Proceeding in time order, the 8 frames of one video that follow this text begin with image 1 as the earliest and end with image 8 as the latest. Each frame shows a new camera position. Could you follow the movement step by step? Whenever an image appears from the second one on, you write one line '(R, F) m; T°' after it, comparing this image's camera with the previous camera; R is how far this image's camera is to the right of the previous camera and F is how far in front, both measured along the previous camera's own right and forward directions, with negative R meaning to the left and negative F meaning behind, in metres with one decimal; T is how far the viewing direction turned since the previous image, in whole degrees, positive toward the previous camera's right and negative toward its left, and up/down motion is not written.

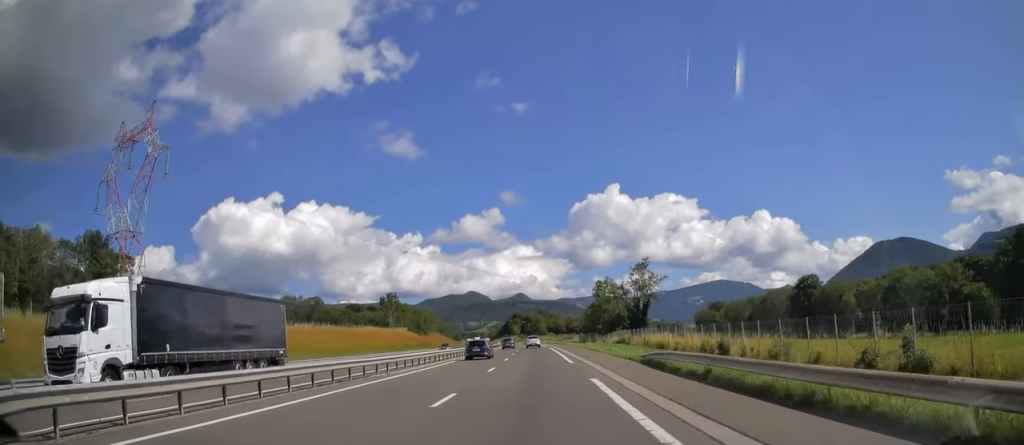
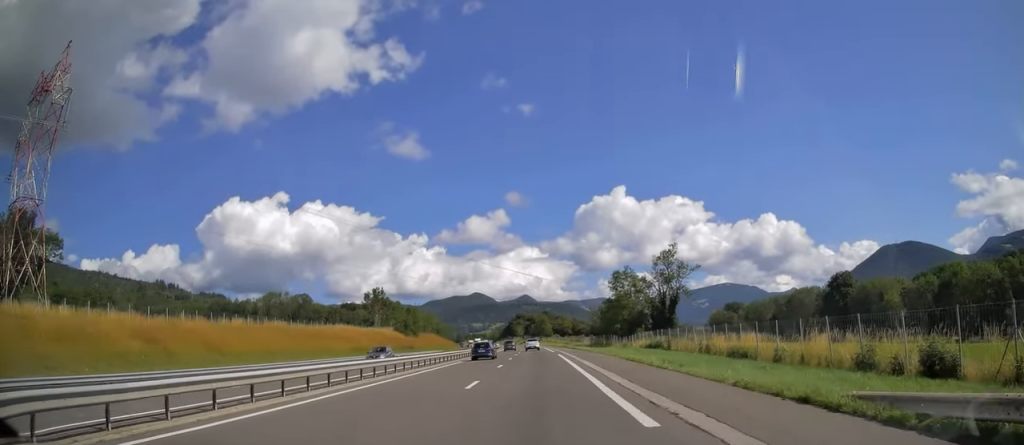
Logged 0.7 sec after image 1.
(0.0, +20.8) m; 0°
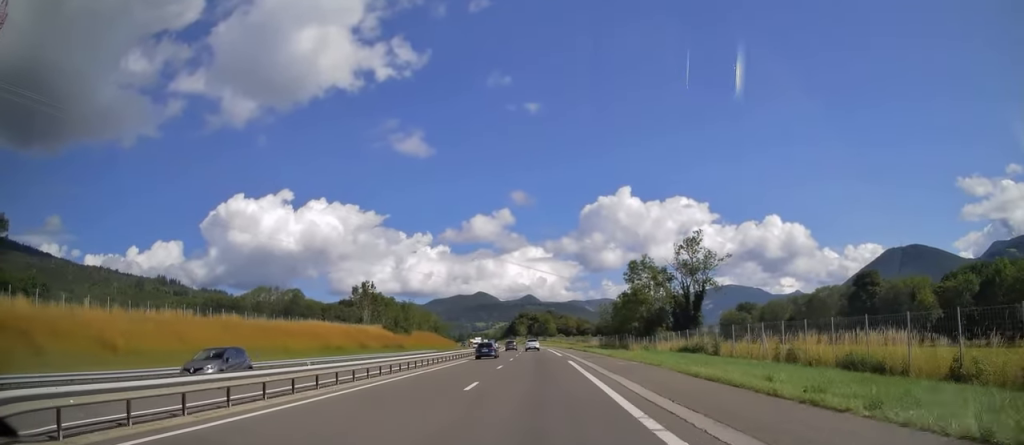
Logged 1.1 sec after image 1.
(0.0, +13.5) m; 0°
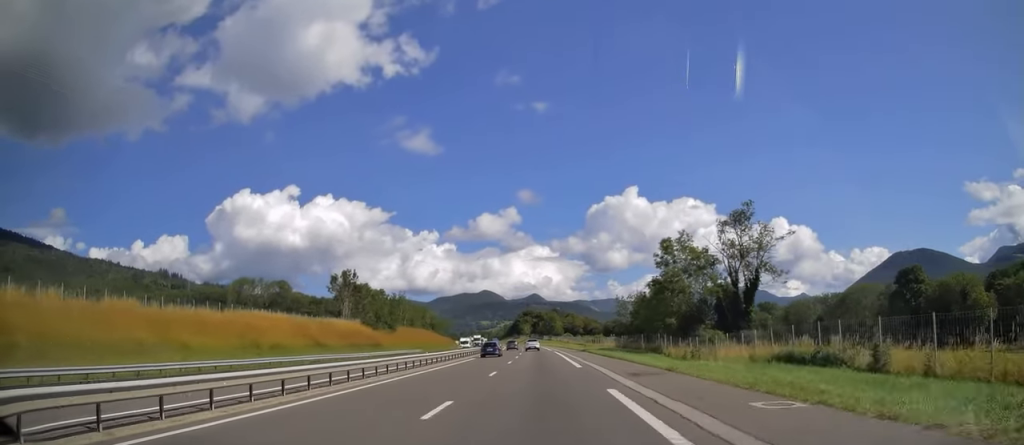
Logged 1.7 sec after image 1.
(-0.1, +19.2) m; 0°
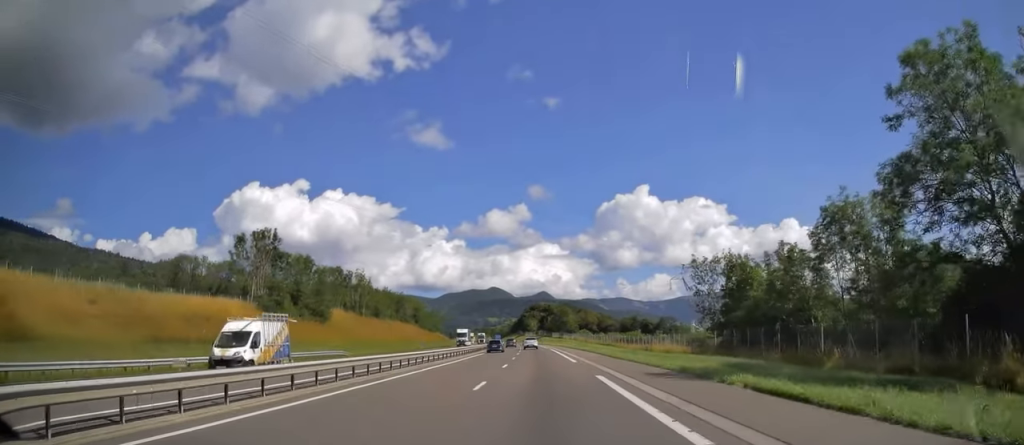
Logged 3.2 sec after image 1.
(-0.5, +45.7) m; -1°
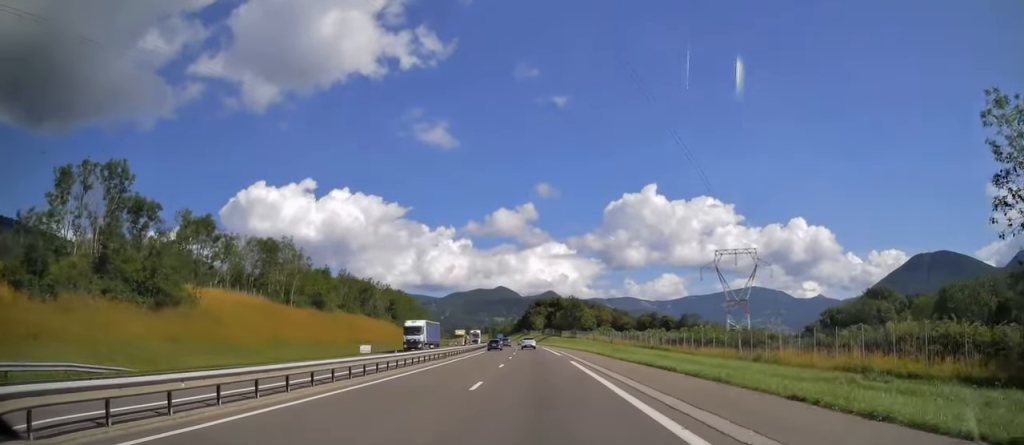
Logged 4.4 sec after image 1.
(-0.1, +38.5) m; -1°
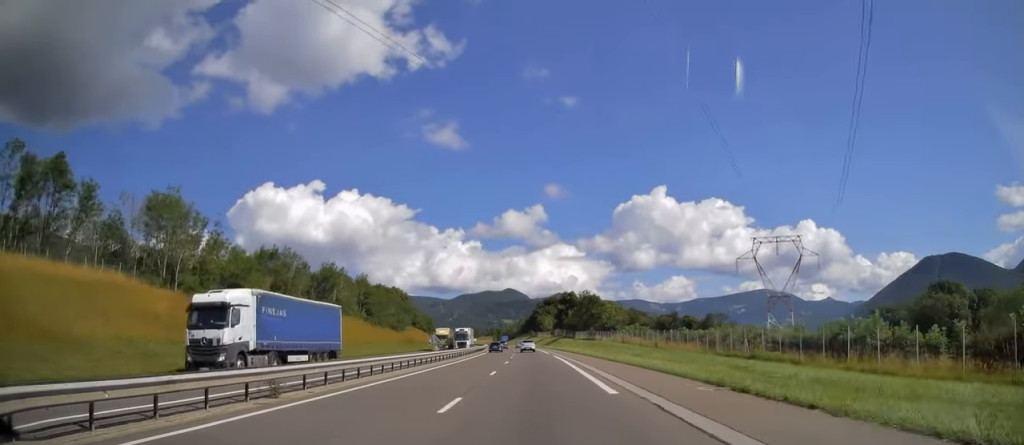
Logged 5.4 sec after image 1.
(-0.3, +30.3) m; -1°
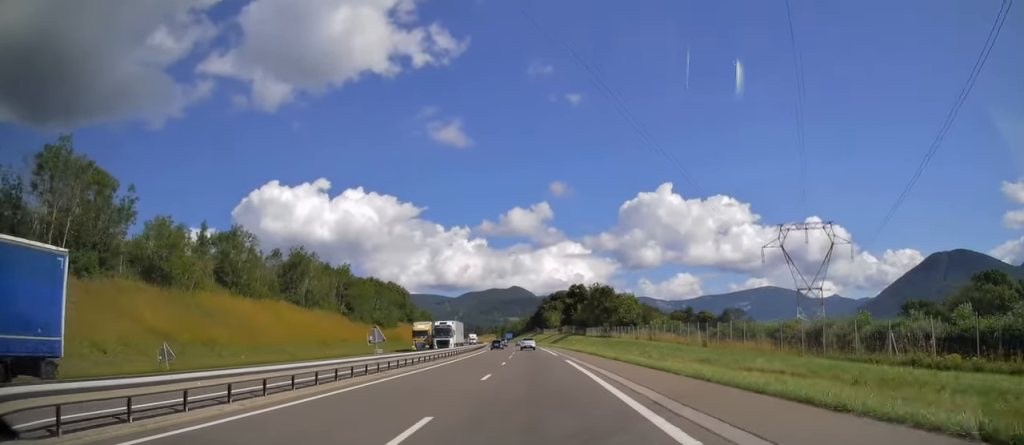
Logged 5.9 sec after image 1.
(-0.1, +16.9) m; 0°
